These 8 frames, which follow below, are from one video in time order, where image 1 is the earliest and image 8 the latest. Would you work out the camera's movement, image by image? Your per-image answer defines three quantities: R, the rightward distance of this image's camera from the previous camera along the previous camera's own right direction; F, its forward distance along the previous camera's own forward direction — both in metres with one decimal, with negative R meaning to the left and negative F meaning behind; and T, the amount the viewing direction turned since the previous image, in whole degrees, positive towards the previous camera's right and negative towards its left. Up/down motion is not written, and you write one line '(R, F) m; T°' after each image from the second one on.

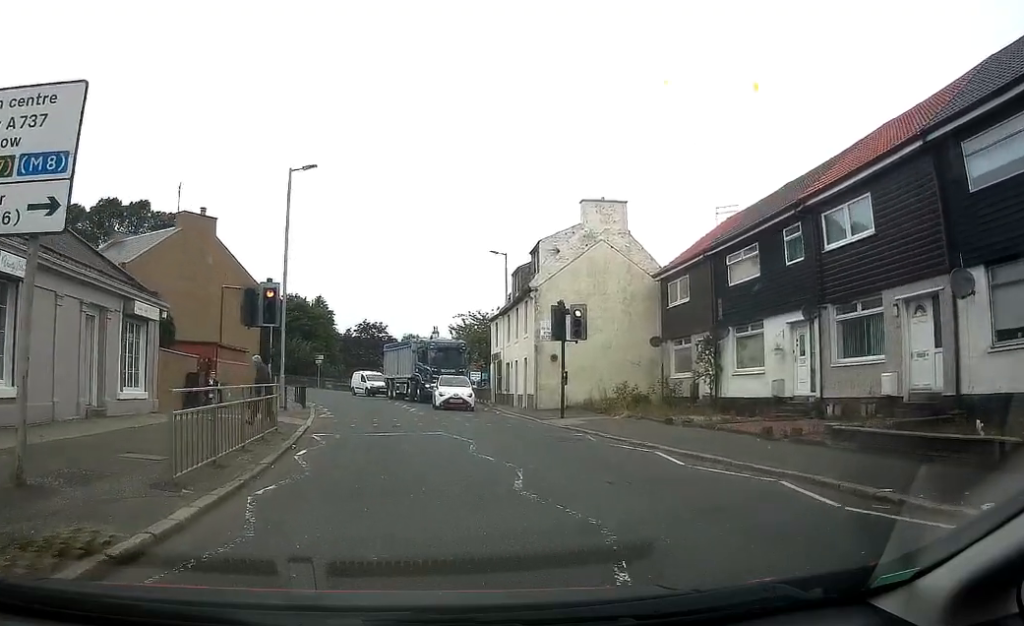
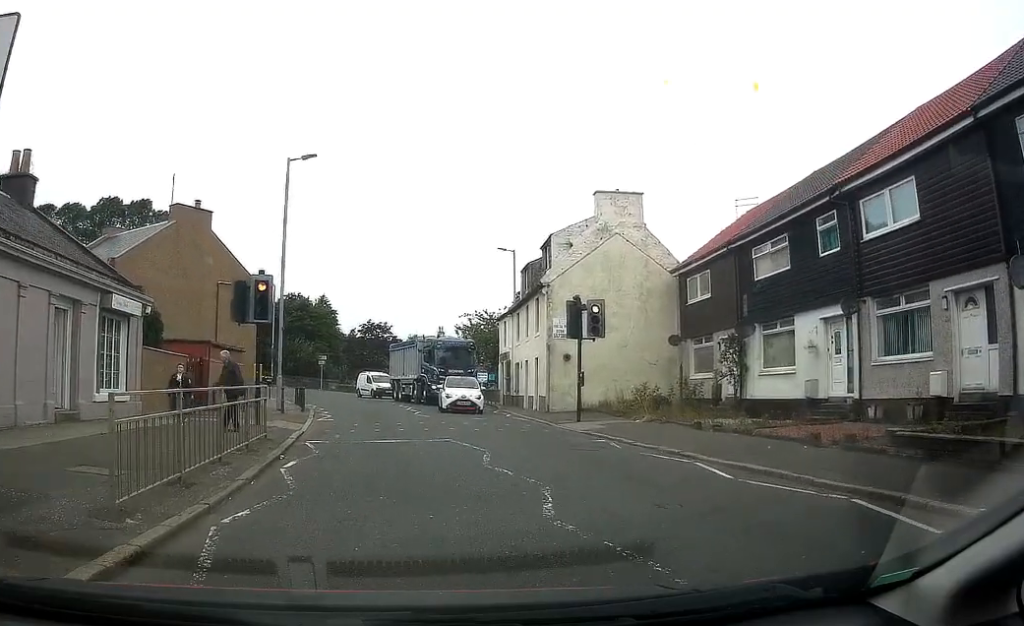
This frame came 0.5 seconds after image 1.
(-0.1, +1.5) m; +2°
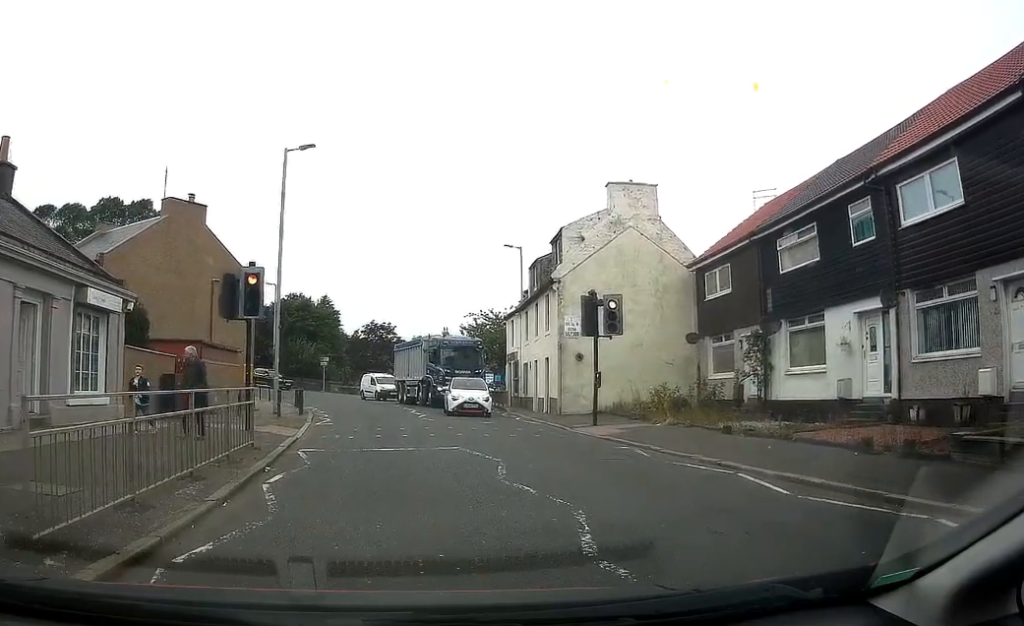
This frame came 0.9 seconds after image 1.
(+0.1, +1.4) m; +1°
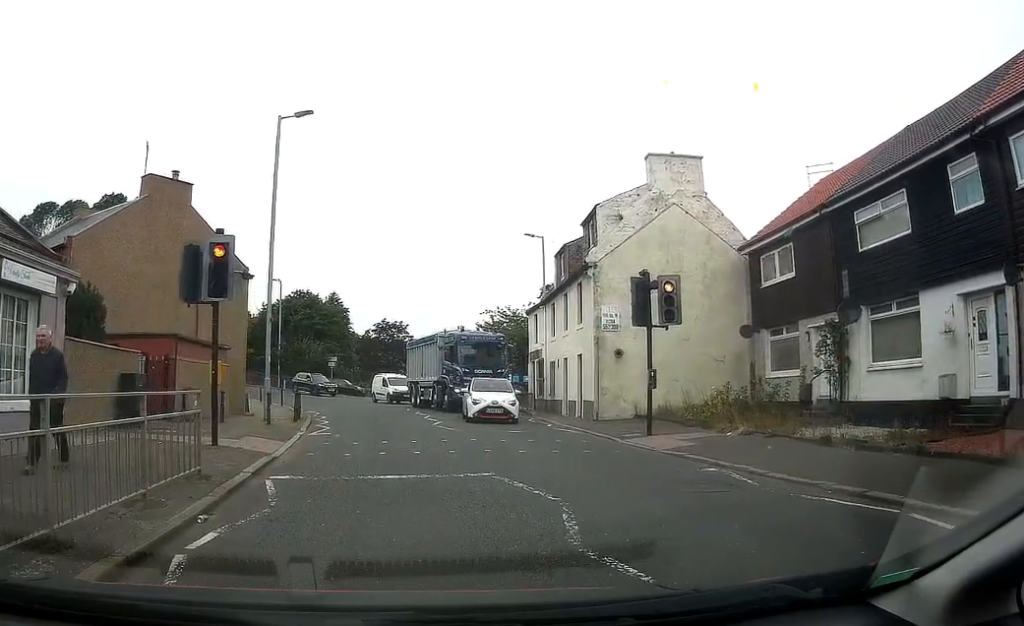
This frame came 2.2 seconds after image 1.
(+0.1, +3.7) m; -1°
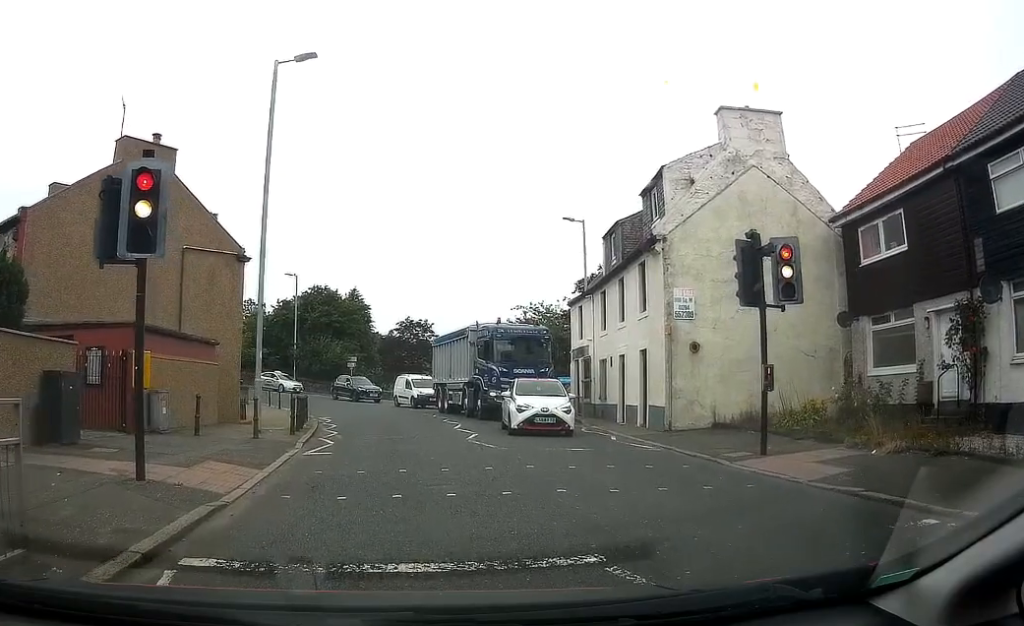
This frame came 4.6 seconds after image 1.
(-0.6, +4.9) m; -8°
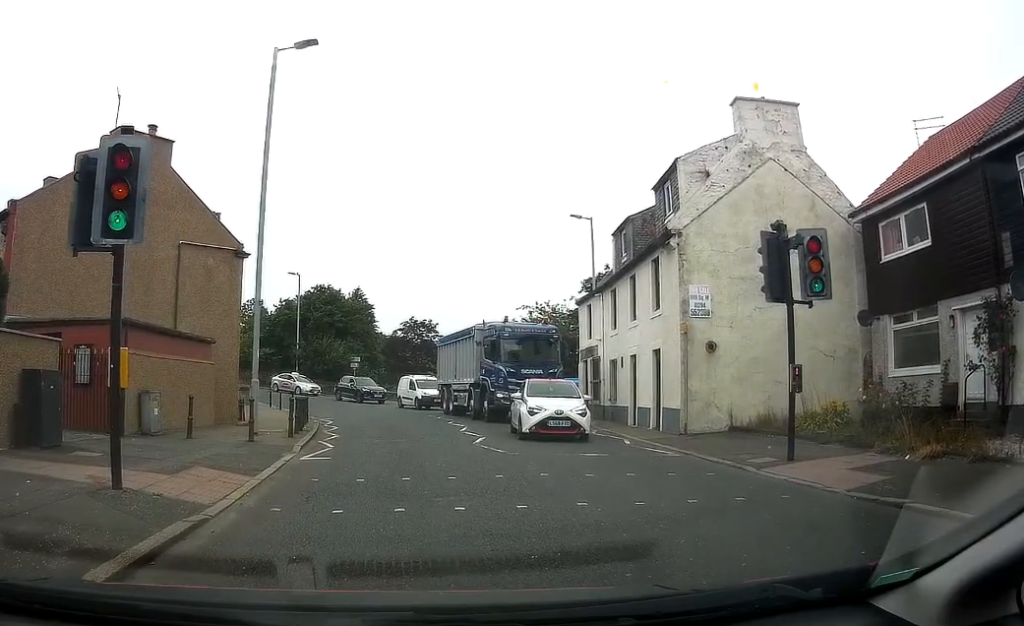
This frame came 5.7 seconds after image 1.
(-0.3, +0.9) m; 0°
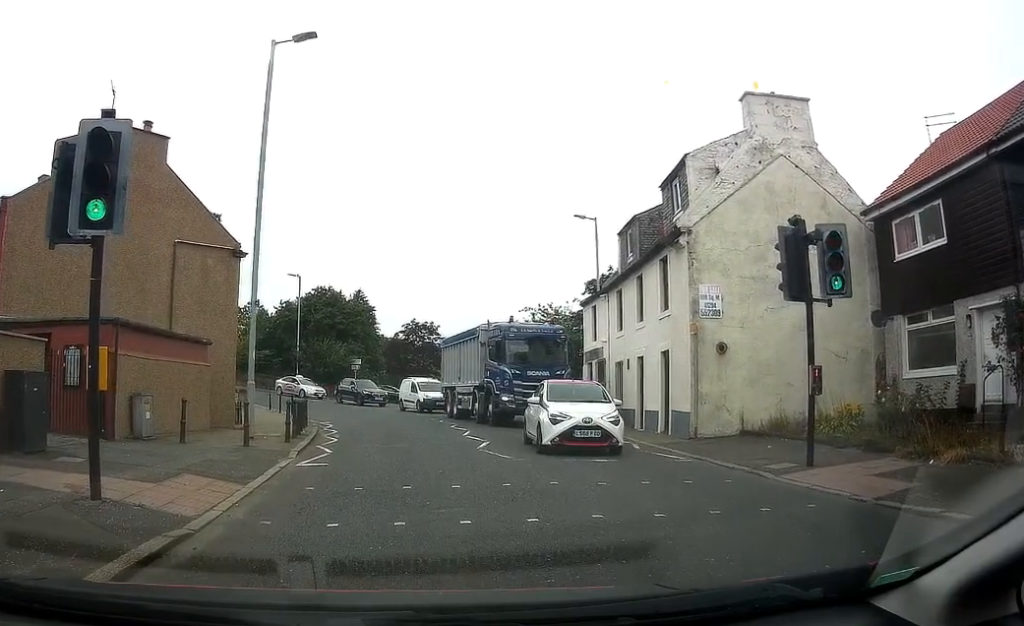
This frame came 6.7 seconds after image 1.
(+0.1, +0.8) m; 0°
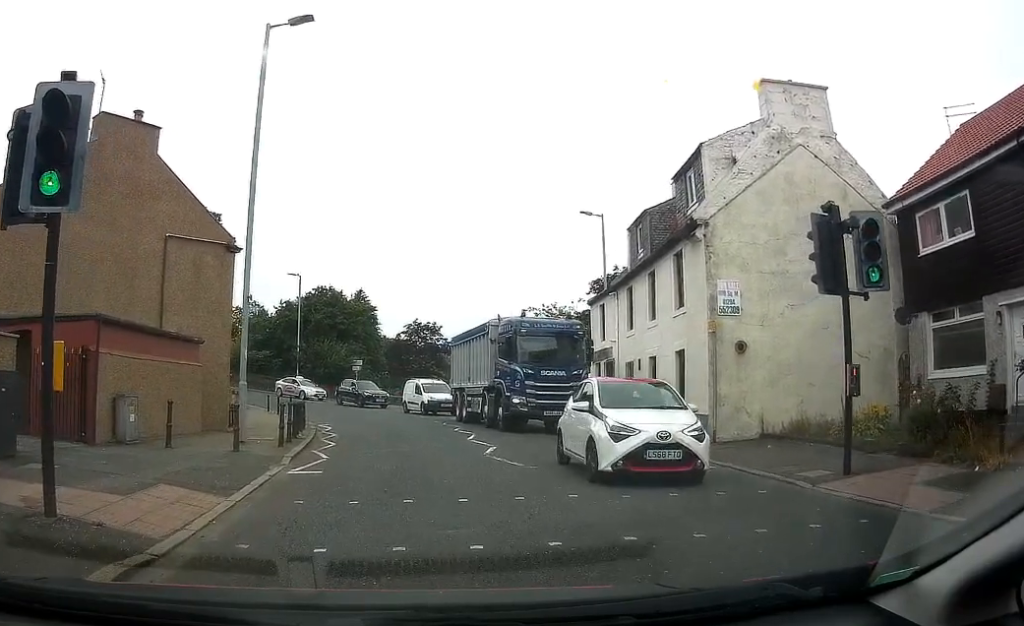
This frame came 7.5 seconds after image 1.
(+0.1, +0.9) m; 0°
